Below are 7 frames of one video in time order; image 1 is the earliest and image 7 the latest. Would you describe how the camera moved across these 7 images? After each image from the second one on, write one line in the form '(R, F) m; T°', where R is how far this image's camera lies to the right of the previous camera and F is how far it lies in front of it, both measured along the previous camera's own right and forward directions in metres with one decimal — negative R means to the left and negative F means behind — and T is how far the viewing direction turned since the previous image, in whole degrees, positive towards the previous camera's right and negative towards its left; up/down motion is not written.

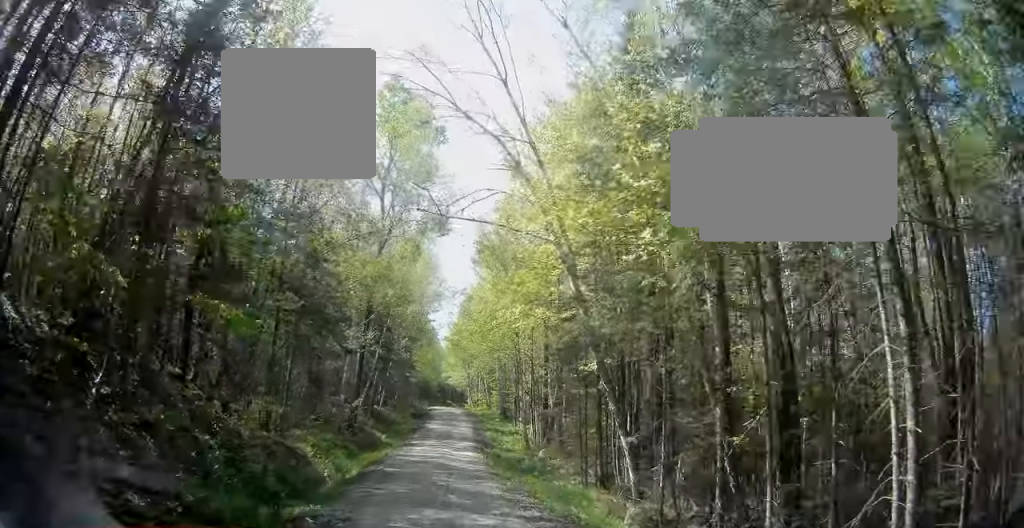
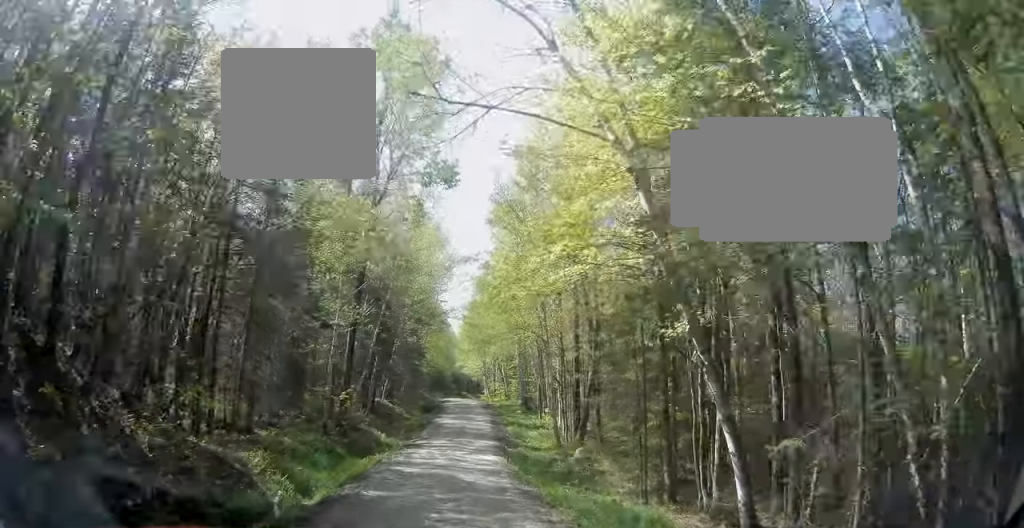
(+0.2, +5.8) m; 0°
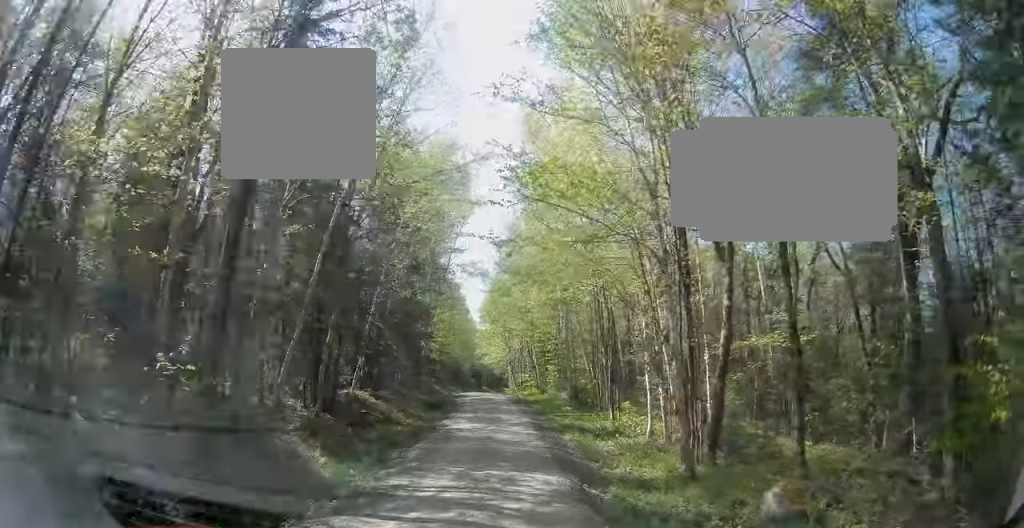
(-0.4, +14.6) m; -3°
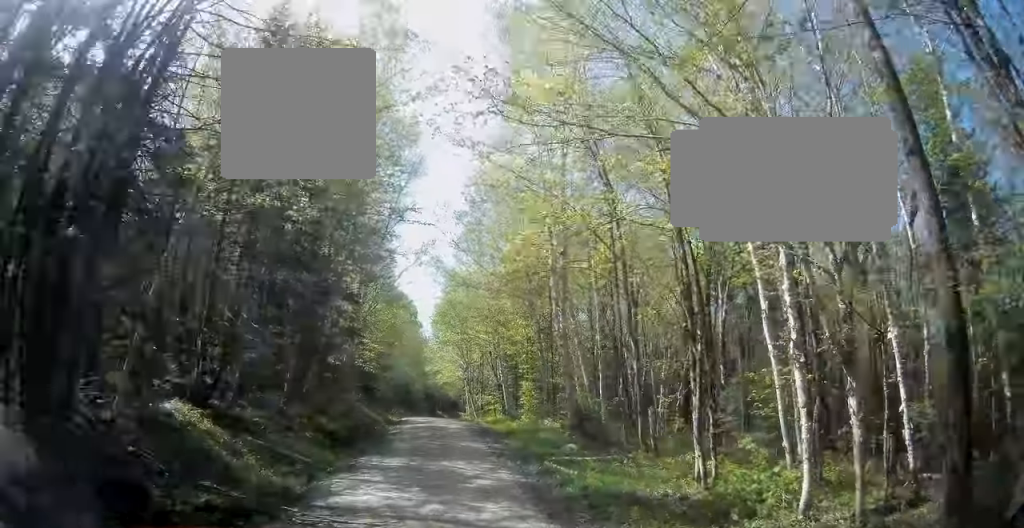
(-0.4, +12.9) m; -1°
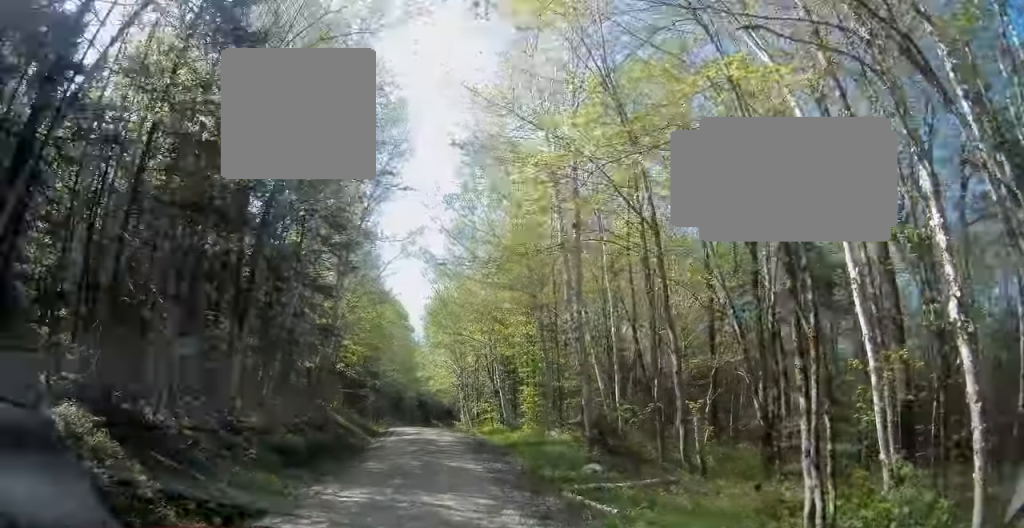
(0.0, +4.2) m; 0°
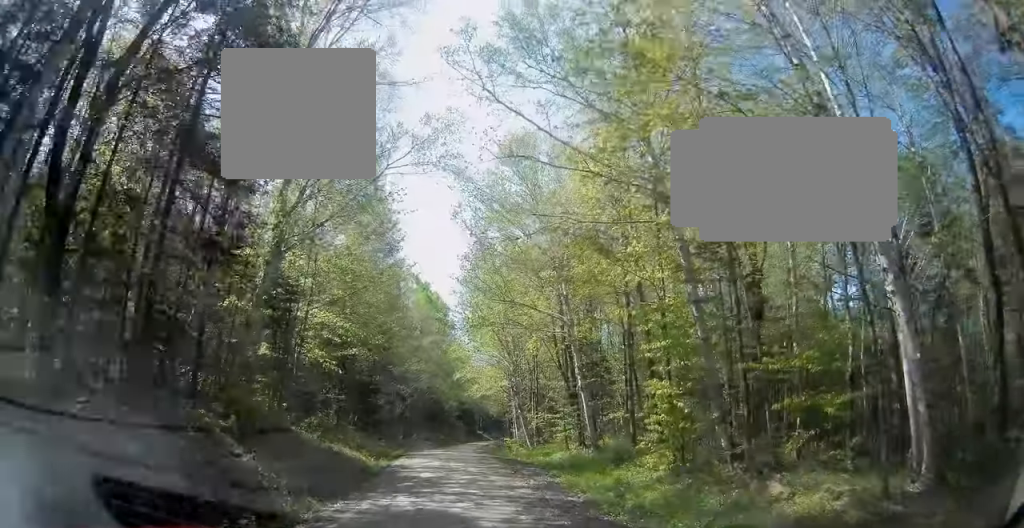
(-0.4, +15.6) m; -3°
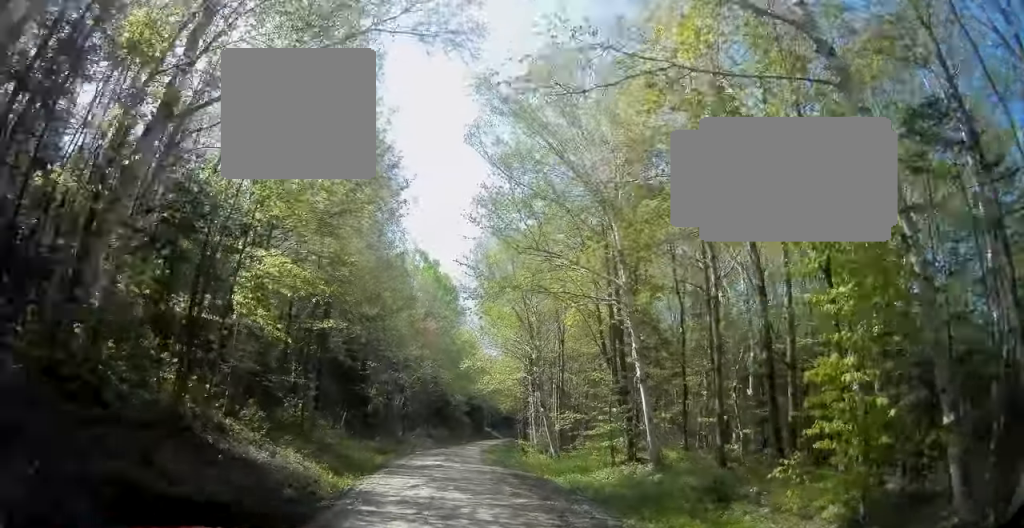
(+0.1, +7.6) m; +1°
